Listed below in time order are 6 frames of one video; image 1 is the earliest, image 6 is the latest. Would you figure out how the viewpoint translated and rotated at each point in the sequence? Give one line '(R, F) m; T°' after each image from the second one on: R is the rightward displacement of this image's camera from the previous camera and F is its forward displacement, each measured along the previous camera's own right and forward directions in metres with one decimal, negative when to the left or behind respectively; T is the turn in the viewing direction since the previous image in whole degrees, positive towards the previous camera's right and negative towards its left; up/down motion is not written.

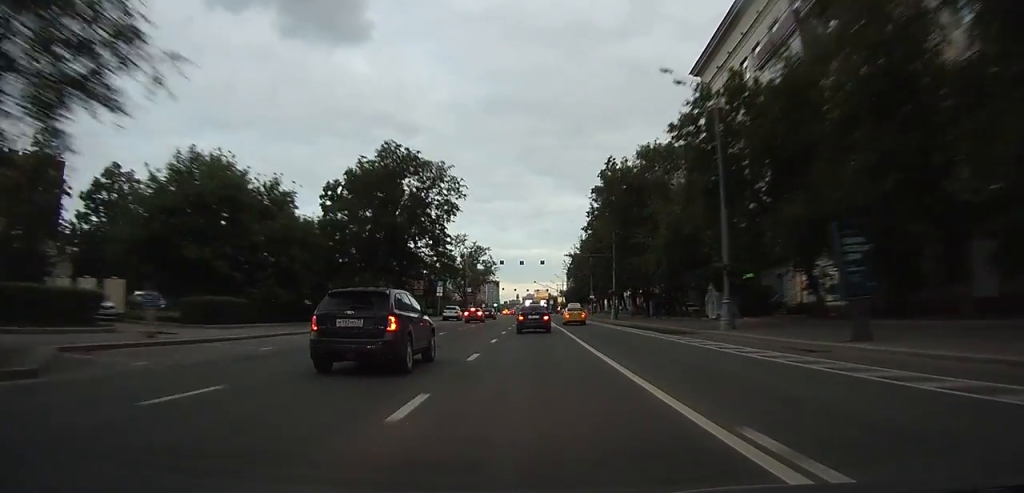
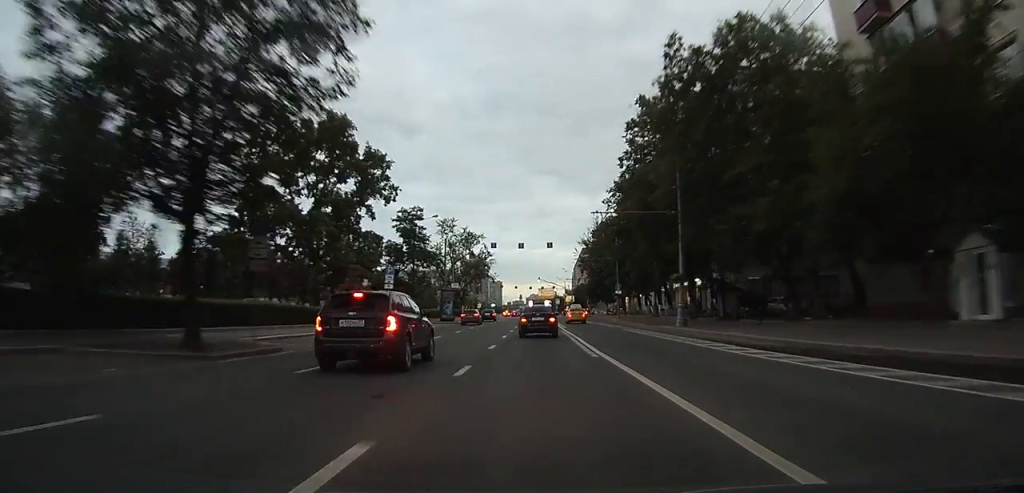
(+0.2, +27.1) m; +1°
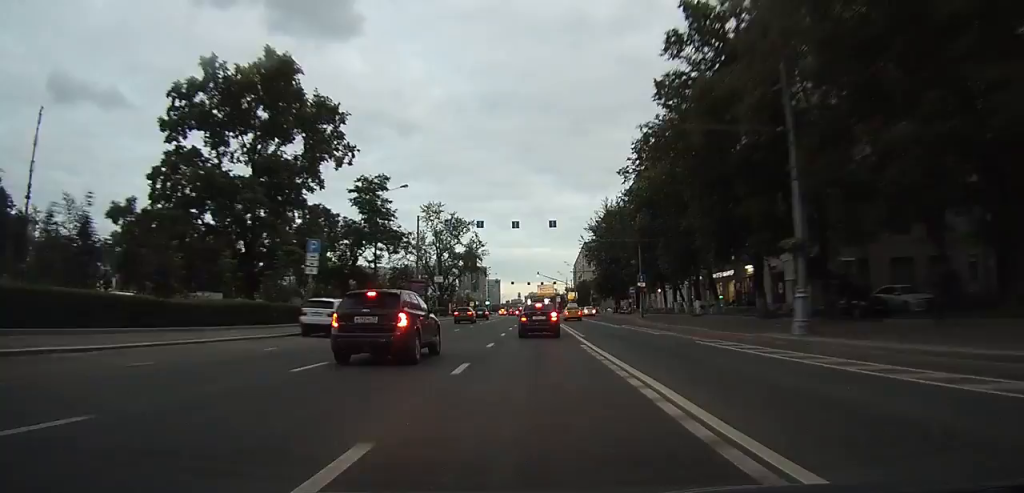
(-0.1, +16.5) m; 0°
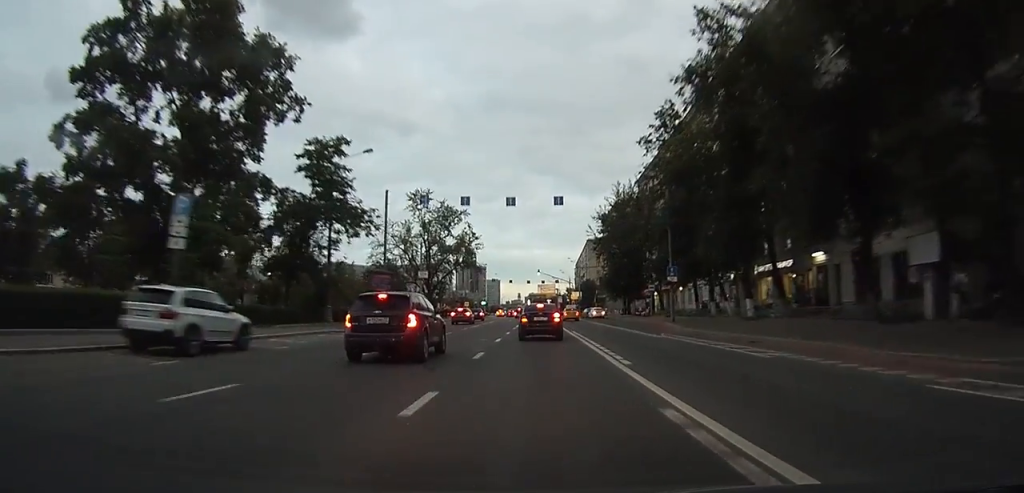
(+0.1, +12.4) m; 0°
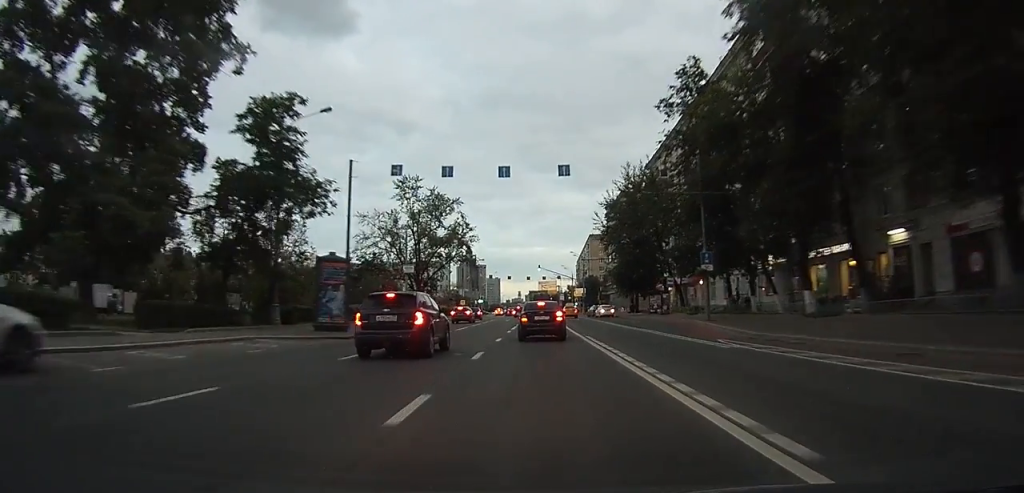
(0.0, +8.4) m; -1°
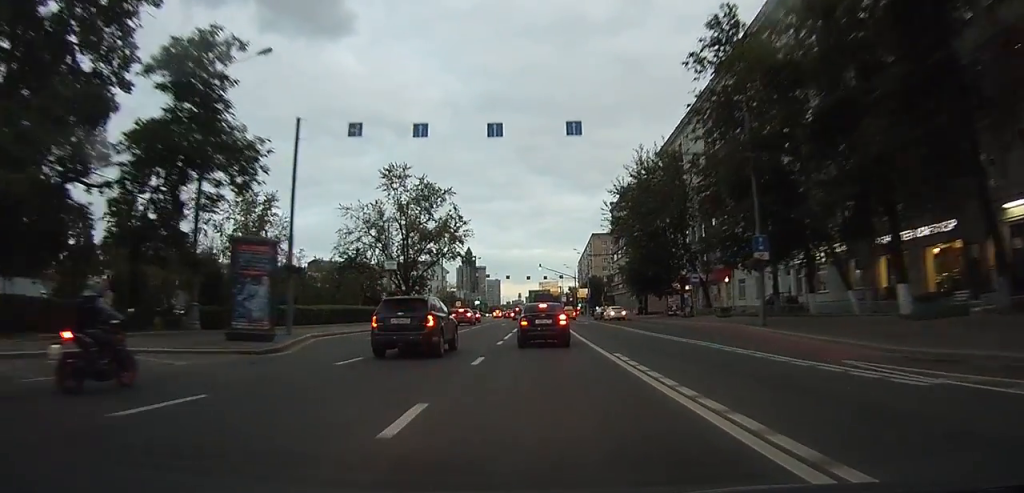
(-0.1, +8.2) m; 0°
